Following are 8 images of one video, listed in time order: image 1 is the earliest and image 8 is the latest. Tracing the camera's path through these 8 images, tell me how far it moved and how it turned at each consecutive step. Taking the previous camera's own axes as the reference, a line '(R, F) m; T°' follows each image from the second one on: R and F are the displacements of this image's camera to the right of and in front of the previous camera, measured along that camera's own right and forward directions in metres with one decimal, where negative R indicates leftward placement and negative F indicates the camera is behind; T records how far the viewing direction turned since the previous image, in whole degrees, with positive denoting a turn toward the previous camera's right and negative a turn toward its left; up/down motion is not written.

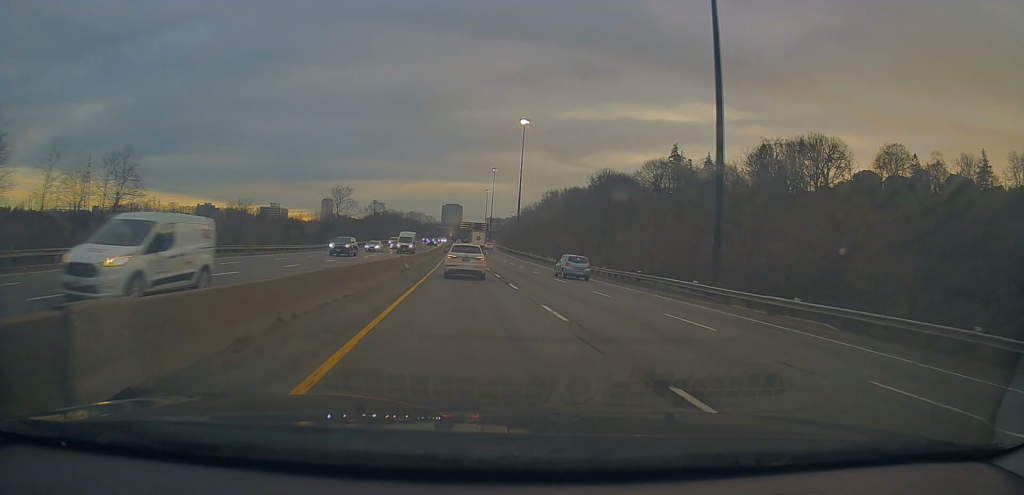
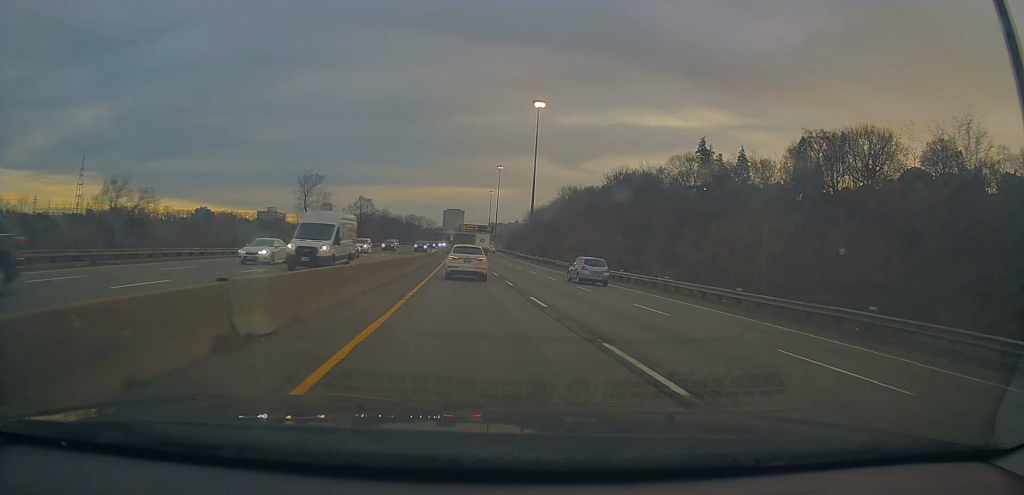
(+0.2, +23.7) m; +1°
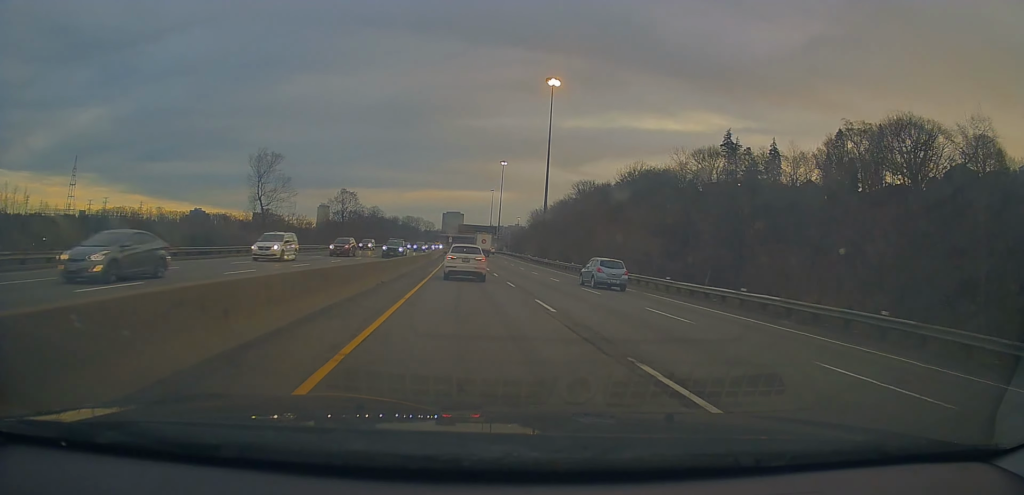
(+0.1, +19.4) m; 0°
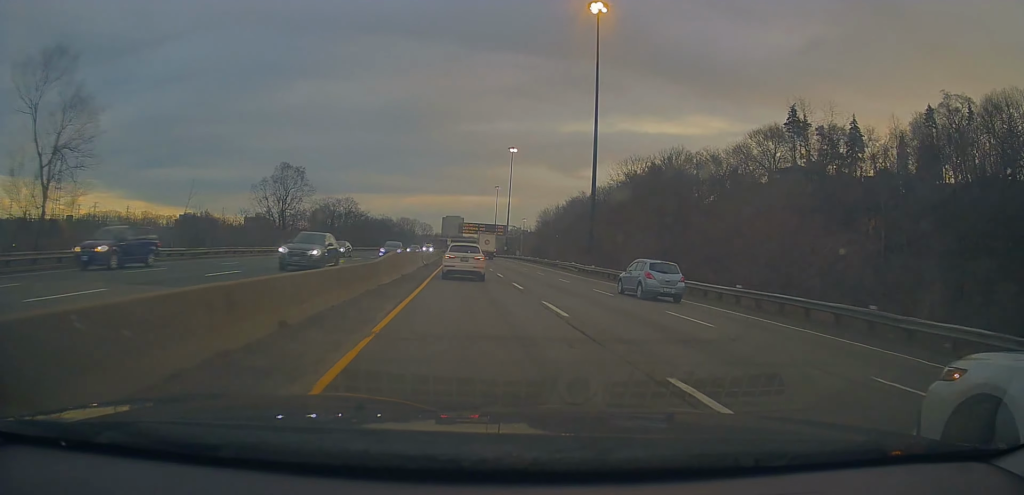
(-0.1, +37.6) m; -1°
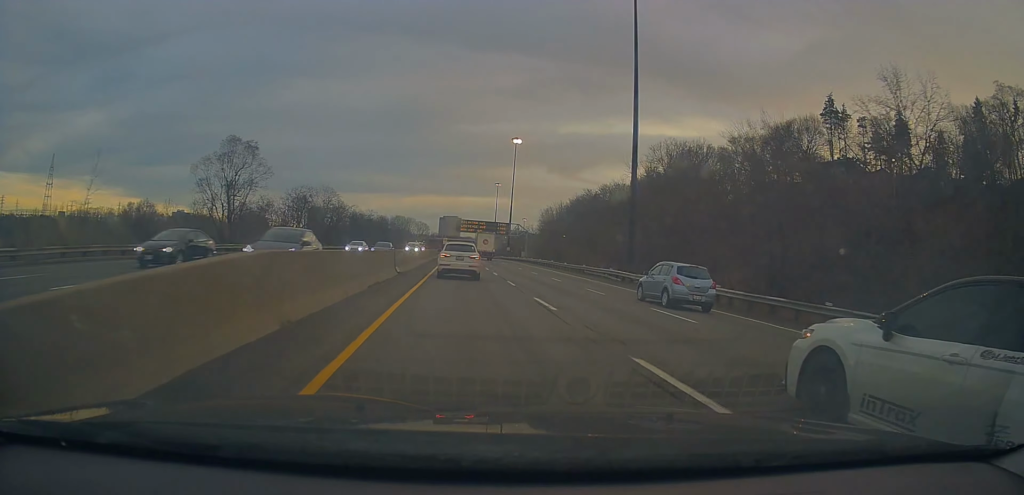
(-0.3, +17.1) m; 0°
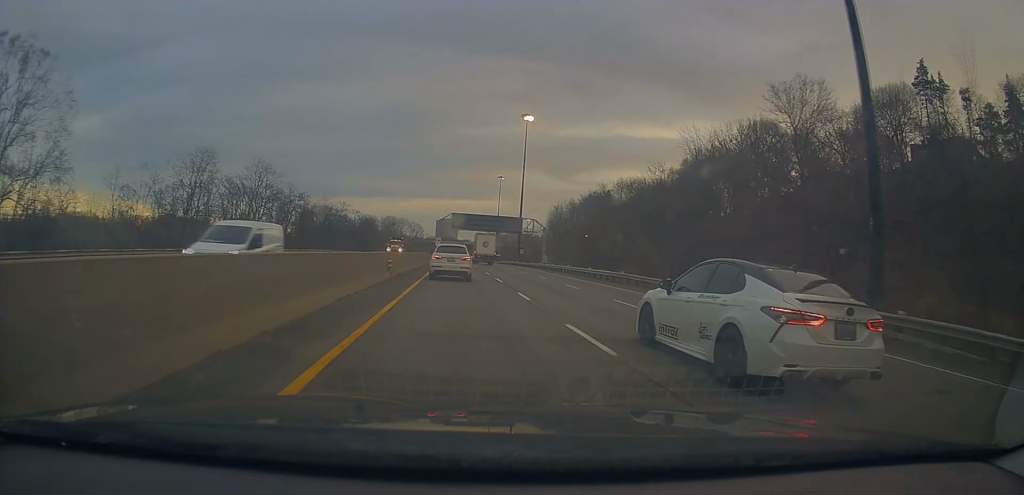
(+0.4, +33.3) m; +1°
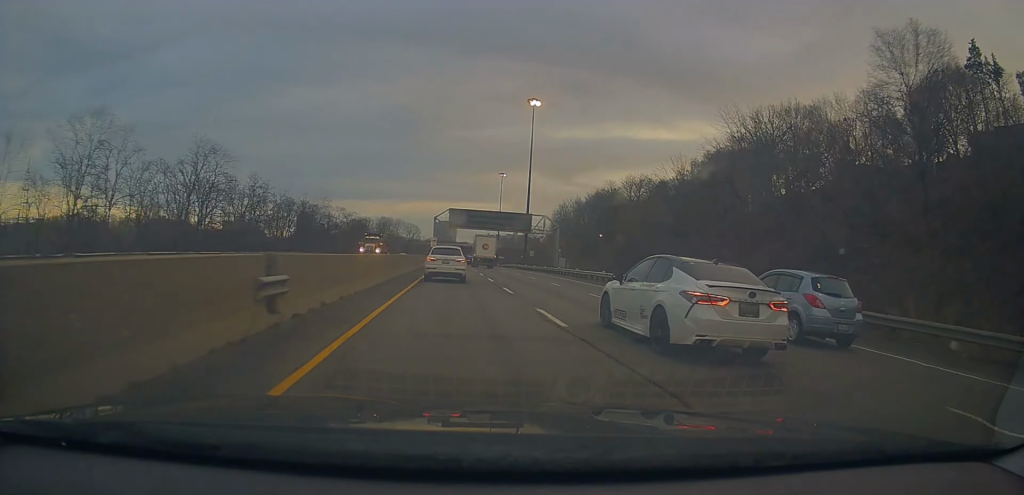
(0.0, +15.2) m; 0°
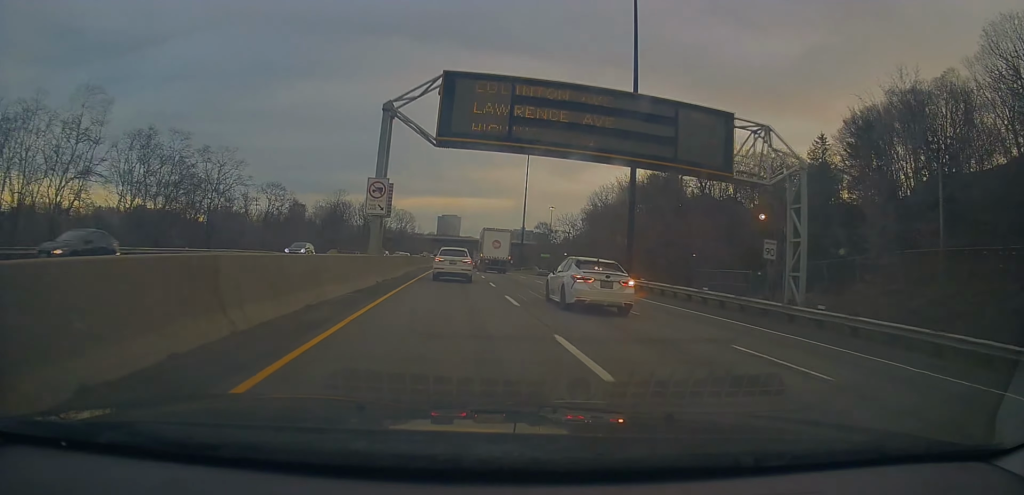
(+0.1, +67.1) m; 0°
